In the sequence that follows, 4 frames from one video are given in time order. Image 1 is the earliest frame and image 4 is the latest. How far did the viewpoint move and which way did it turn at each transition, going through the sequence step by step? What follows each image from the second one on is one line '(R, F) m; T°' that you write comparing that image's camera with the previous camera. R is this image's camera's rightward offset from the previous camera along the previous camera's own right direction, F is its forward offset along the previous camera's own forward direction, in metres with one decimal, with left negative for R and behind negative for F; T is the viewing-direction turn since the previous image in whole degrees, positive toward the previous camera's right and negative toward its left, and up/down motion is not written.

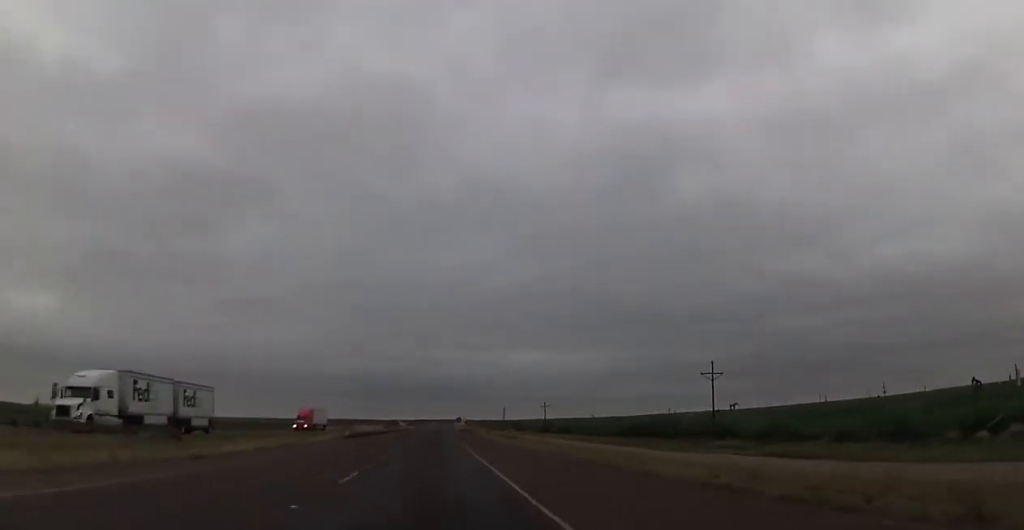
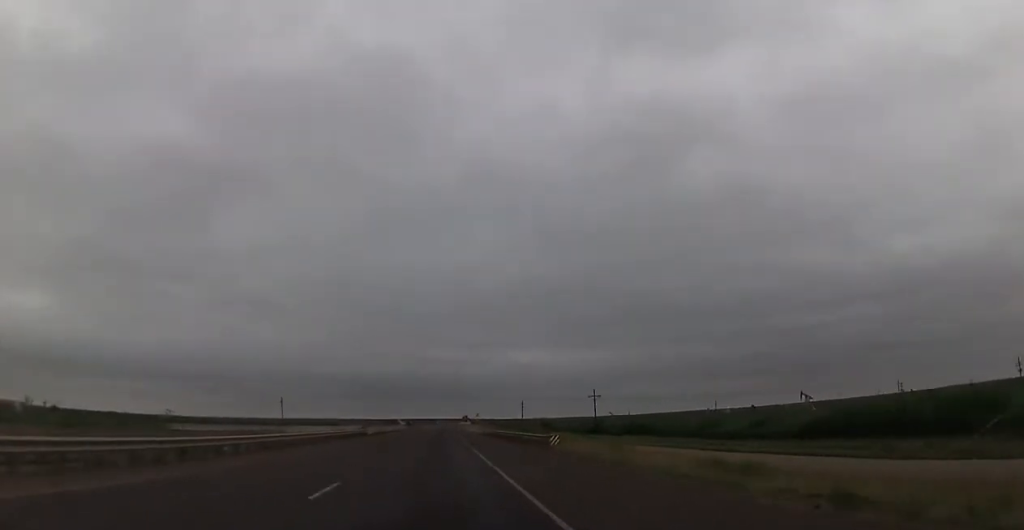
(0.0, +64.9) m; 0°
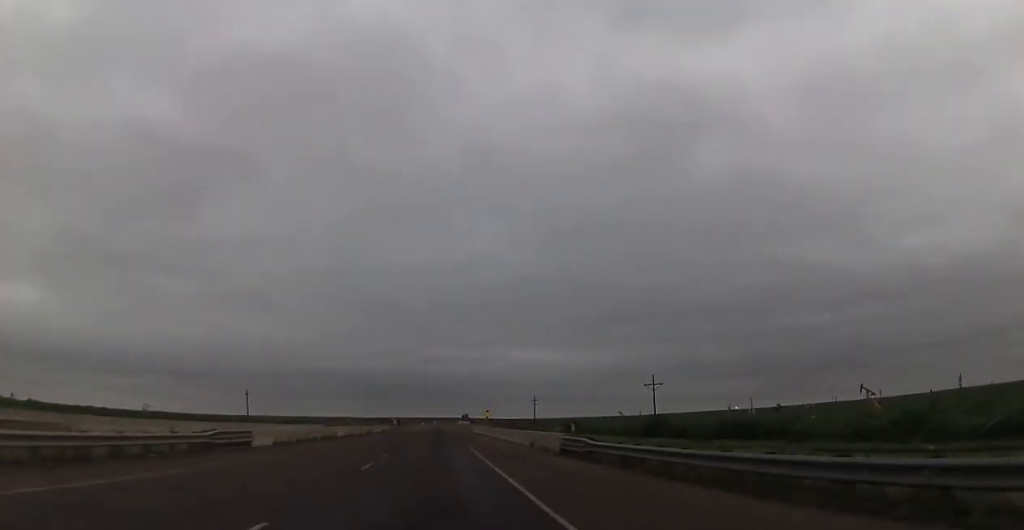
(0.0, +42.7) m; 0°
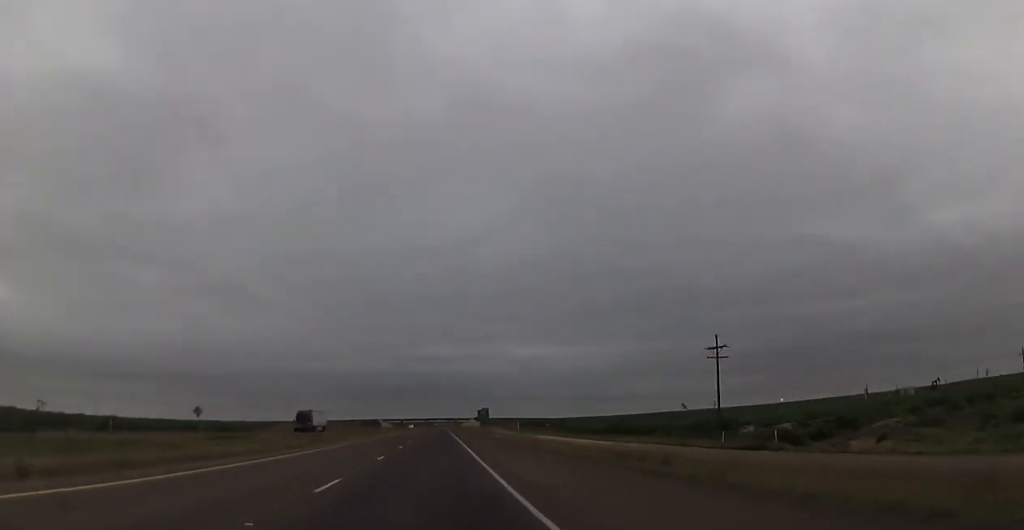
(0.0, +157.8) m; 0°
